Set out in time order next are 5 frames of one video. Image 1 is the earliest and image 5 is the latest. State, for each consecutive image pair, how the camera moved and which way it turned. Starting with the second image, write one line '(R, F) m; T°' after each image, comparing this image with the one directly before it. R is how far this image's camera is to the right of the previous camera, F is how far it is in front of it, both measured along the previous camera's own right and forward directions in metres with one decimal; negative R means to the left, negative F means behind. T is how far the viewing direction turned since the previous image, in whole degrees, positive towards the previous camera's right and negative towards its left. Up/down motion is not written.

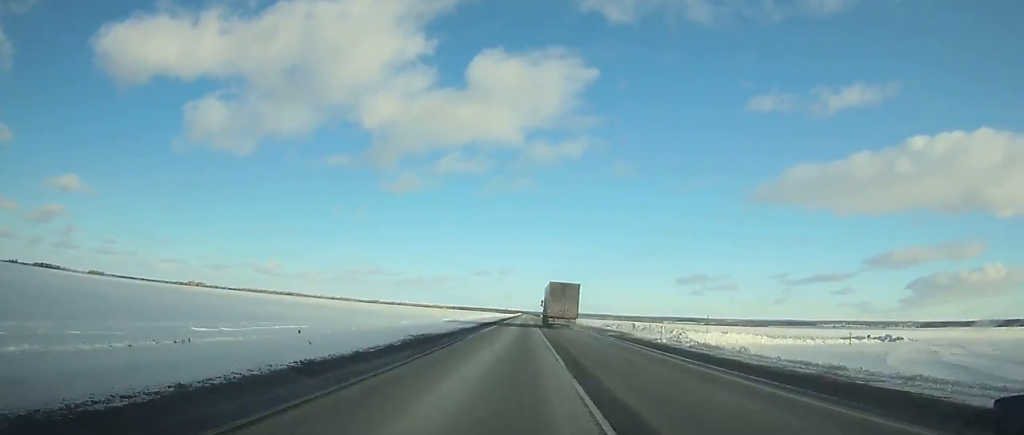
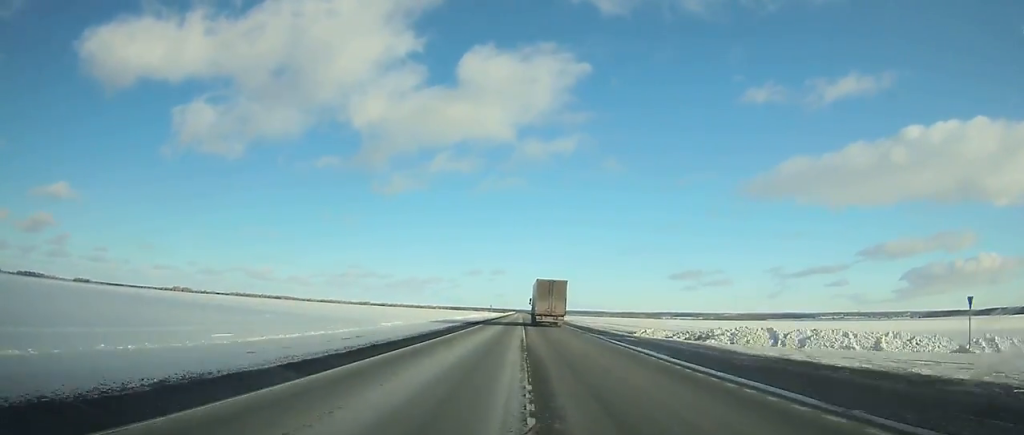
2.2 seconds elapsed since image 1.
(+0.6, +54.6) m; +1°
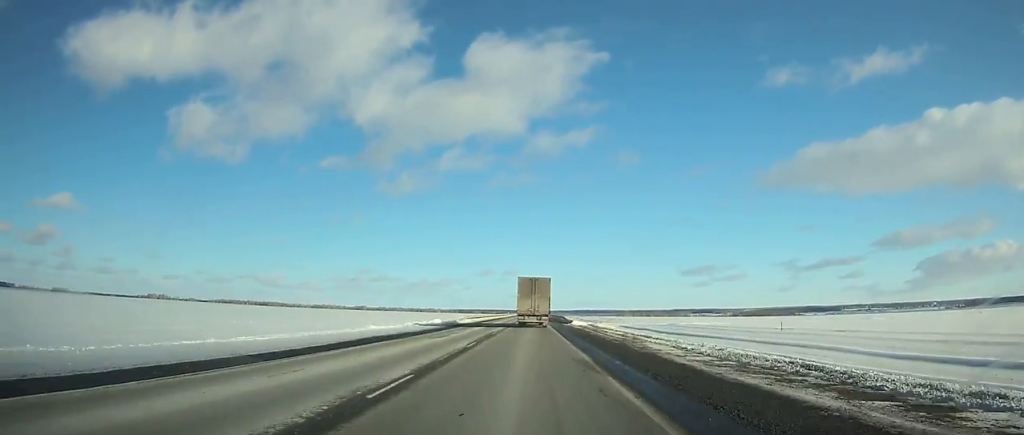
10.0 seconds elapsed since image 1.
(-0.2, +191.6) m; -1°
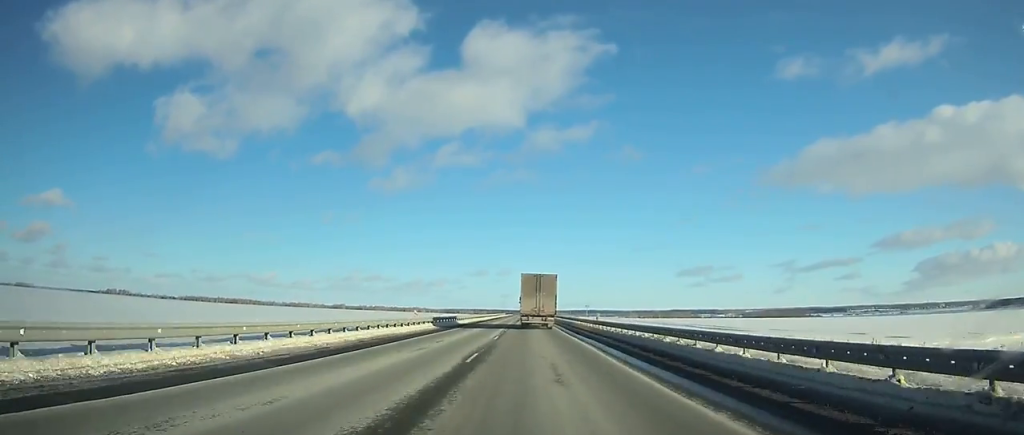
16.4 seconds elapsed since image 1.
(-0.2, +164.5) m; 0°
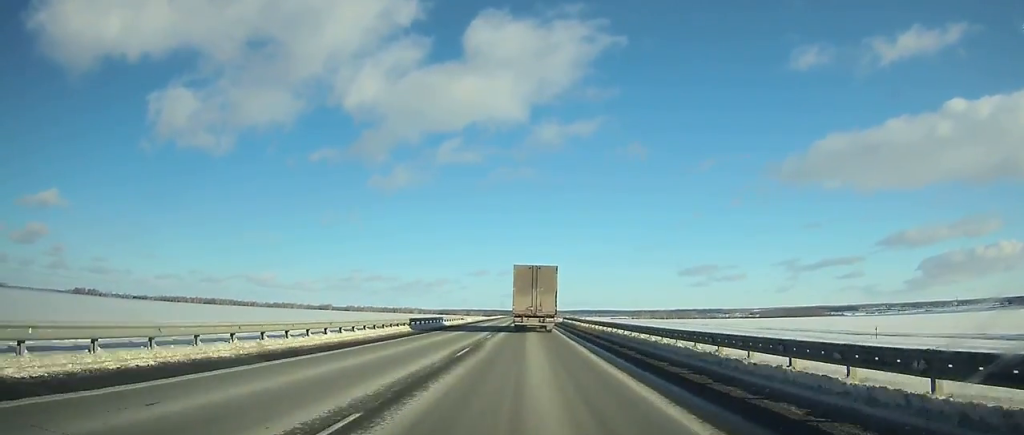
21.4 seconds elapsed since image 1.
(-0.1, +126.1) m; 0°
